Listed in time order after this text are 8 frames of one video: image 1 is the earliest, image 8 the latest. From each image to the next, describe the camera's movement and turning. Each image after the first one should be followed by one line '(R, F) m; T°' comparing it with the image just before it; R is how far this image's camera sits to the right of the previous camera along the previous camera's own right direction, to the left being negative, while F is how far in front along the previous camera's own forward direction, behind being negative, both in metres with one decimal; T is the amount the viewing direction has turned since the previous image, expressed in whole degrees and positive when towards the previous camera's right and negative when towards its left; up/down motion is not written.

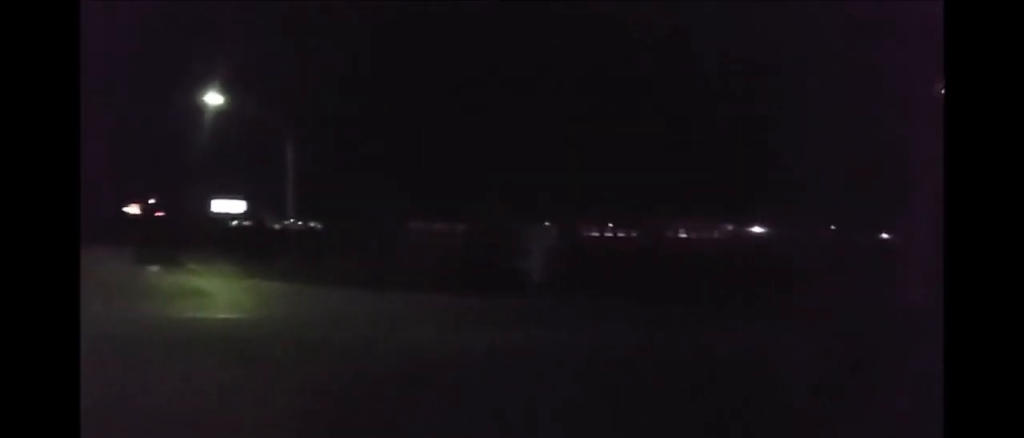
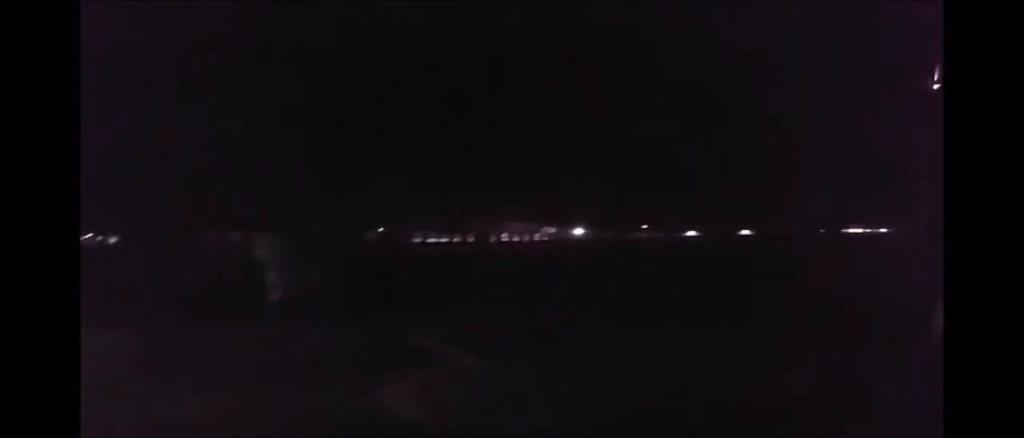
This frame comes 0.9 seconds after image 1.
(+0.7, +5.5) m; +12°
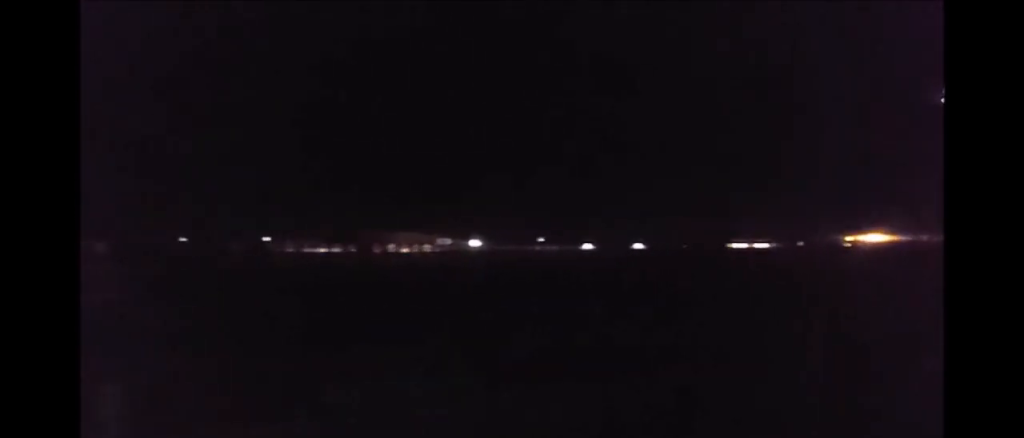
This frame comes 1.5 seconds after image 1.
(+0.5, +4.8) m; +7°
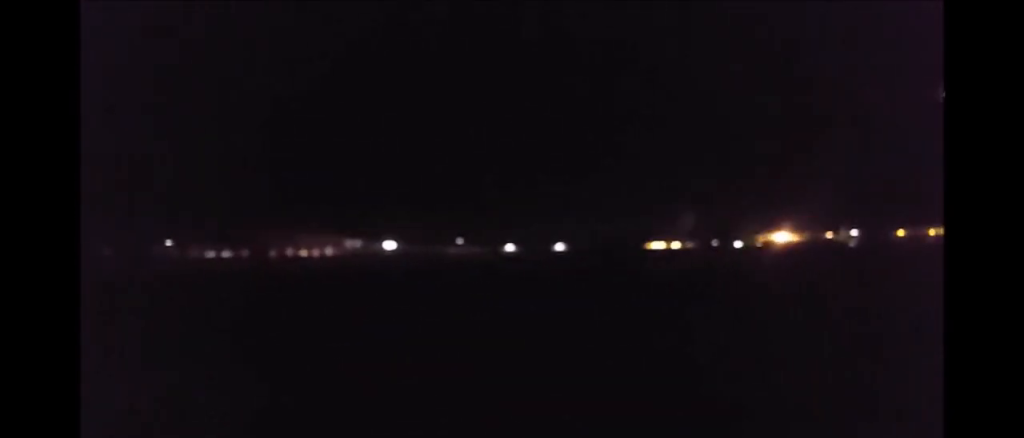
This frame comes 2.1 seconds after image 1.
(+0.1, +4.0) m; +5°
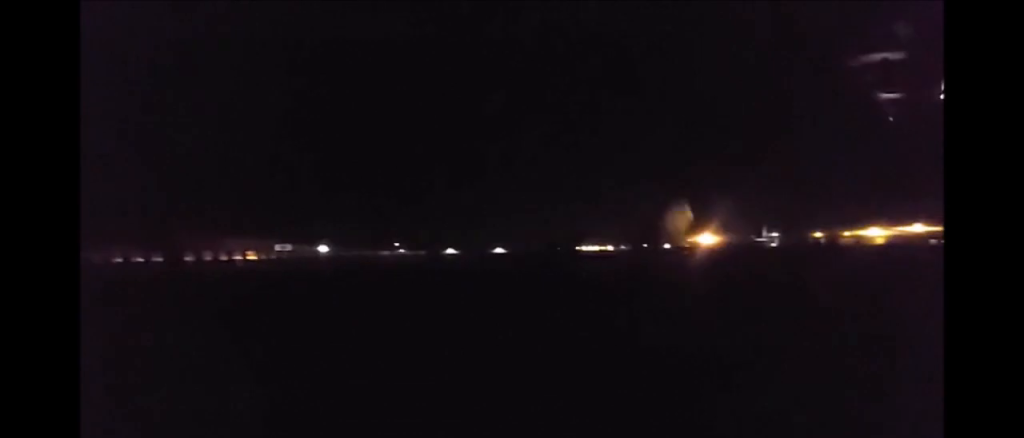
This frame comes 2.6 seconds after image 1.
(+0.2, +4.4) m; +3°
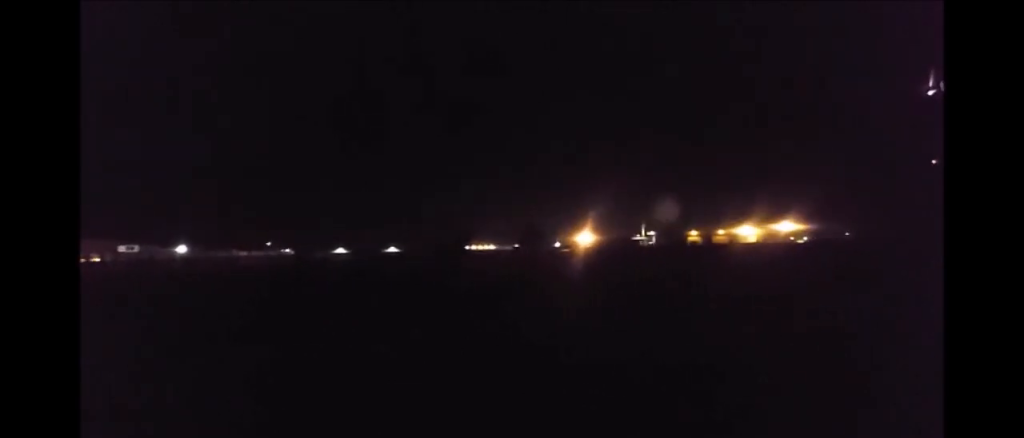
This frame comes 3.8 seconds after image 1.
(+0.7, +10.7) m; +7°
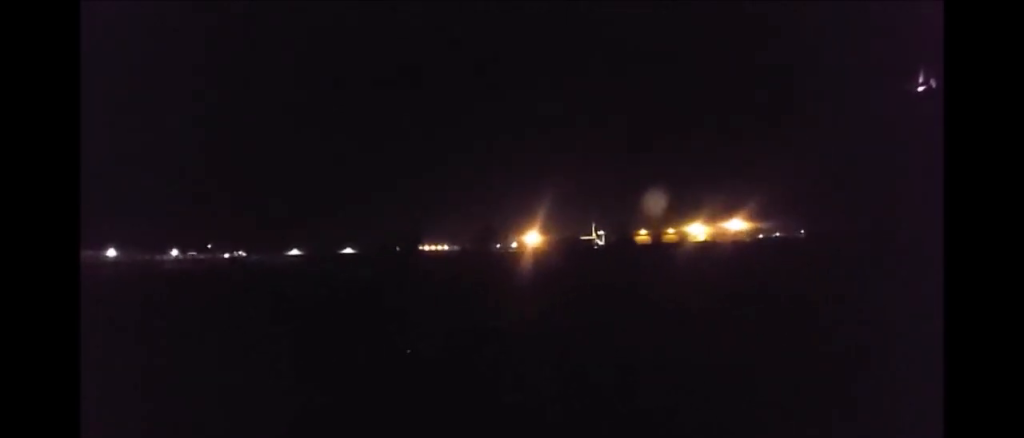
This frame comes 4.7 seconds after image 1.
(+0.4, +8.1) m; +3°
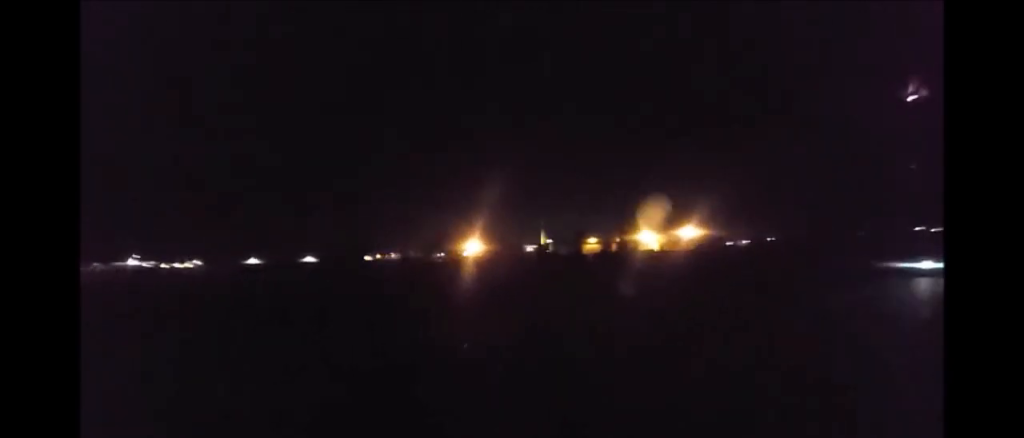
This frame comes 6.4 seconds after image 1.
(+0.5, +16.9) m; +3°
